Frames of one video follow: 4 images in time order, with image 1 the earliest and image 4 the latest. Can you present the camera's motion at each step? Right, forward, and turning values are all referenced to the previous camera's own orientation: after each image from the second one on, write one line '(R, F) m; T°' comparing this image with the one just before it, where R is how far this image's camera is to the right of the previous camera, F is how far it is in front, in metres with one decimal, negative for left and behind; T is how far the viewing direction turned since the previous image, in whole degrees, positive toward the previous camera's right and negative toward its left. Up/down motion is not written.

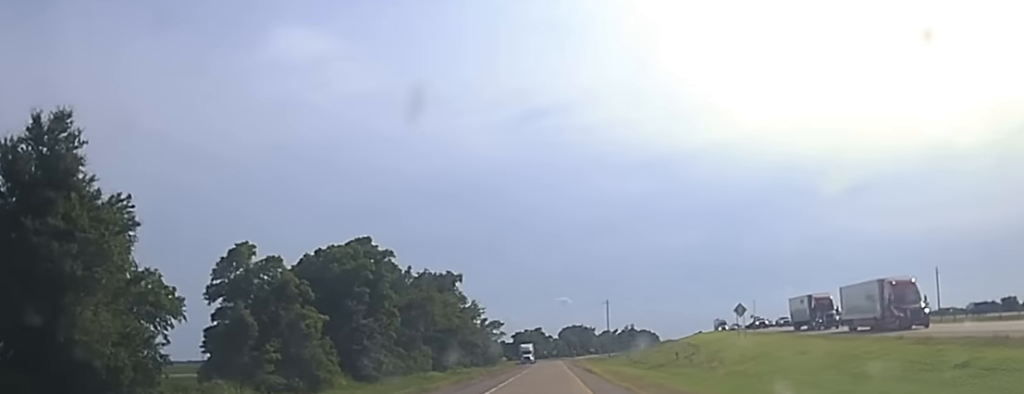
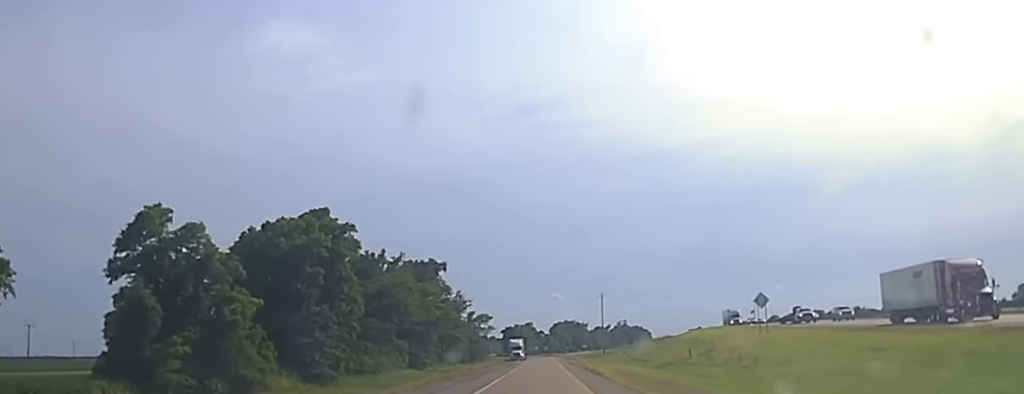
(+0.4, +14.2) m; +1°
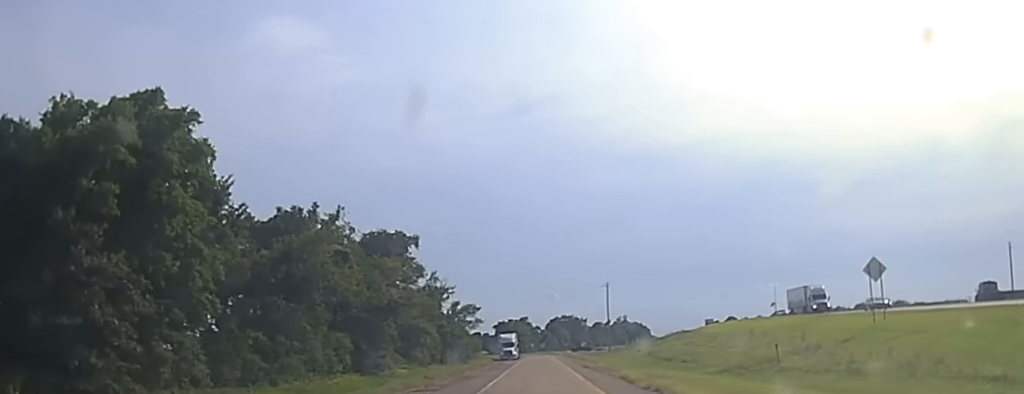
(-0.4, +37.4) m; 0°
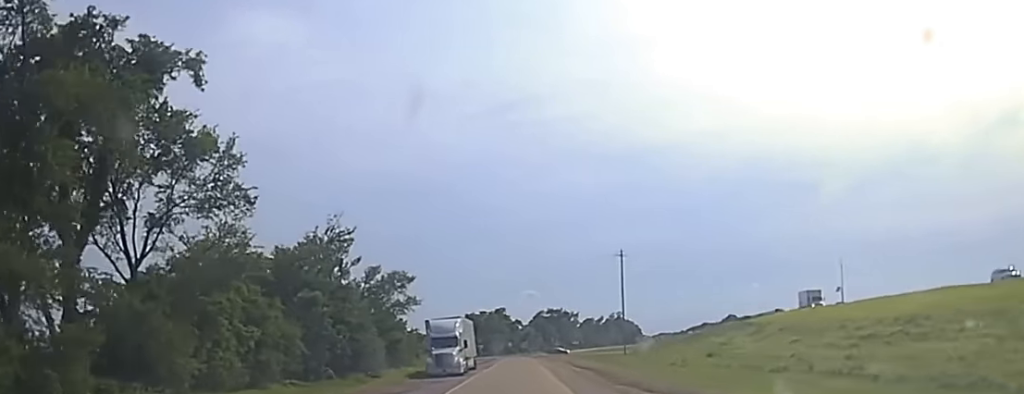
(+1.1, +83.3) m; 0°
